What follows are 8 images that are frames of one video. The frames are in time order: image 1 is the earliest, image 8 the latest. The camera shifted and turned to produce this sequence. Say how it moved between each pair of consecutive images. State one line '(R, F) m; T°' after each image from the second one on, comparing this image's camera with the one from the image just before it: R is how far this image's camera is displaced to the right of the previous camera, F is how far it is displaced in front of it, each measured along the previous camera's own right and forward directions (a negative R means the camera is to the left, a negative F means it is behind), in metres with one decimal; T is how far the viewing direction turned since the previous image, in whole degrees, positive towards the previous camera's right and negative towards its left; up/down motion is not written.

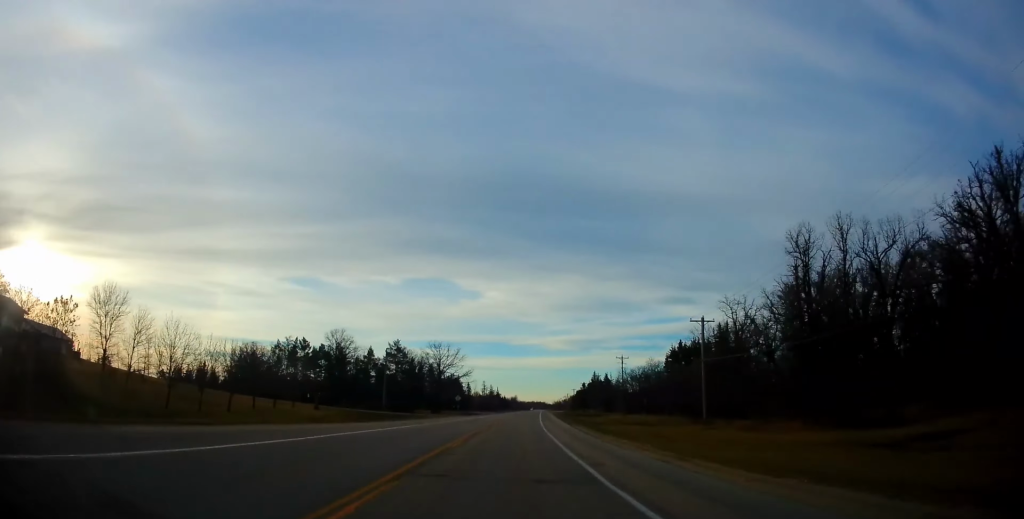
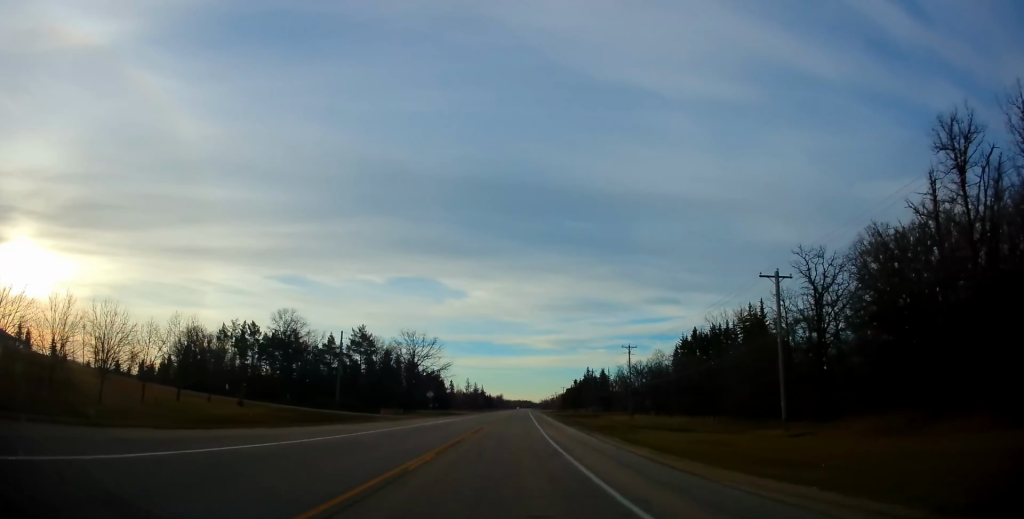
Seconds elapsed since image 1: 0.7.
(+0.2, +17.8) m; +1°
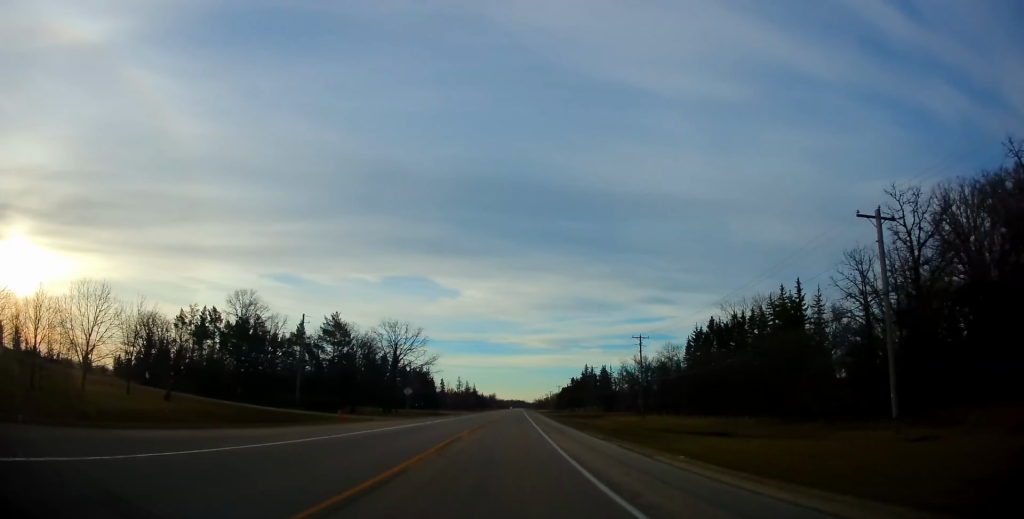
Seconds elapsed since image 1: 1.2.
(0.0, +11.8) m; +1°
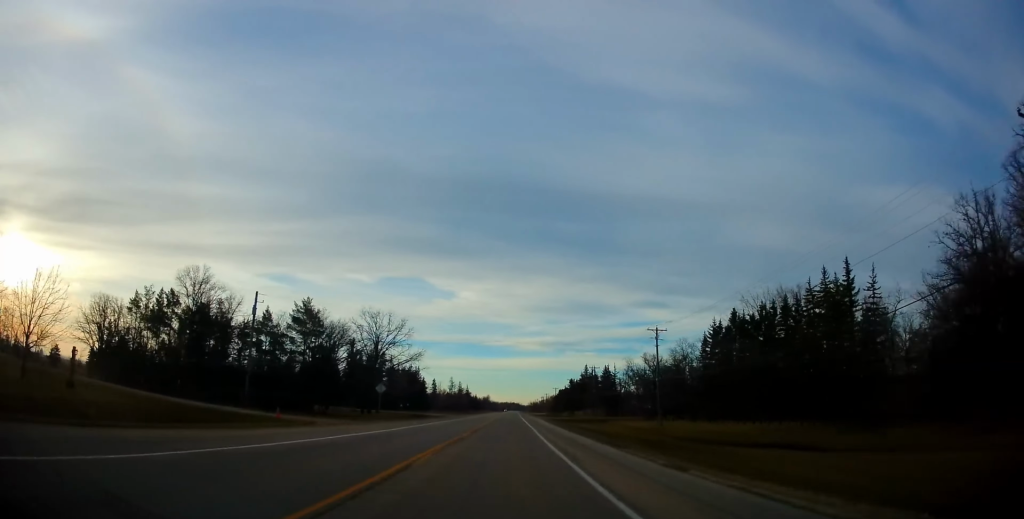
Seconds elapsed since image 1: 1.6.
(+0.1, +11.0) m; 0°
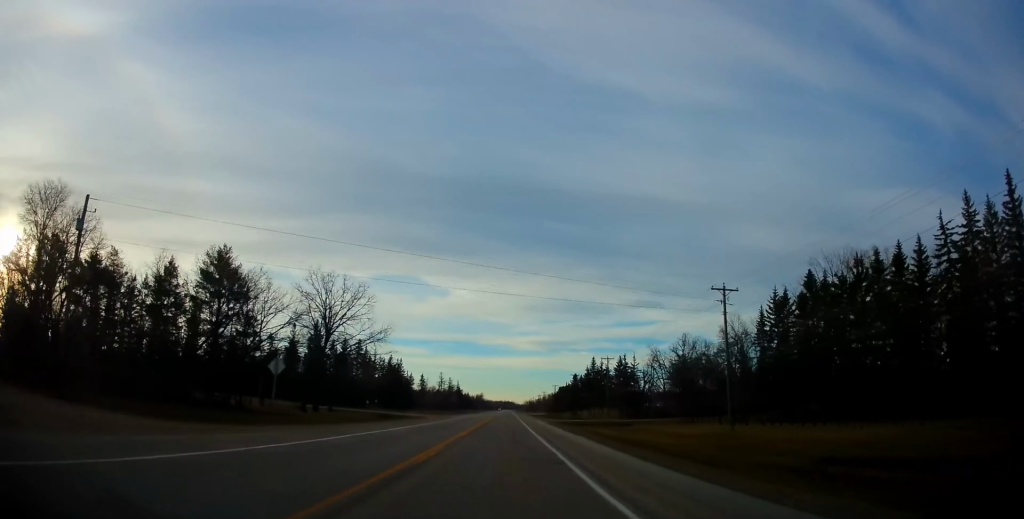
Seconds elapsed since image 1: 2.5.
(+0.2, +22.7) m; +1°
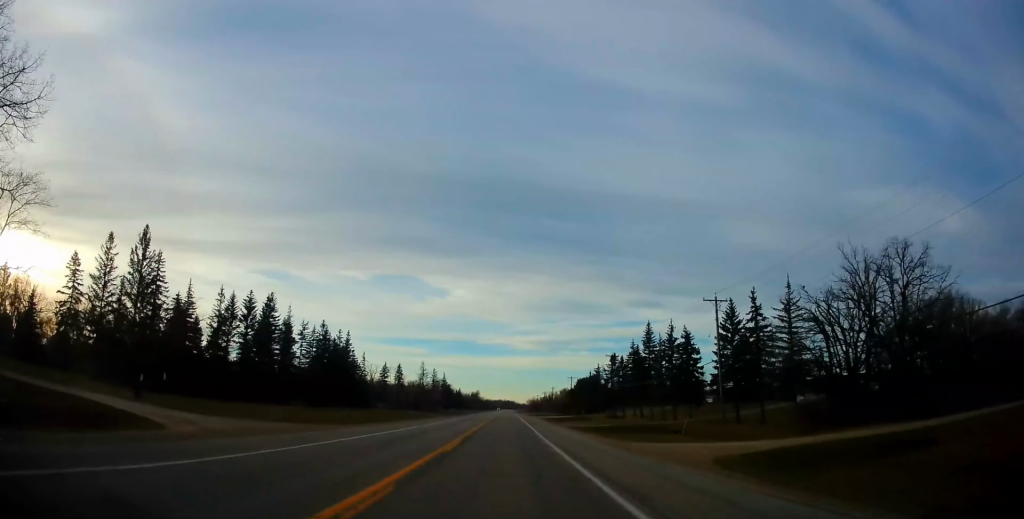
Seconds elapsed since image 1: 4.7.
(0.0, +54.1) m; 0°
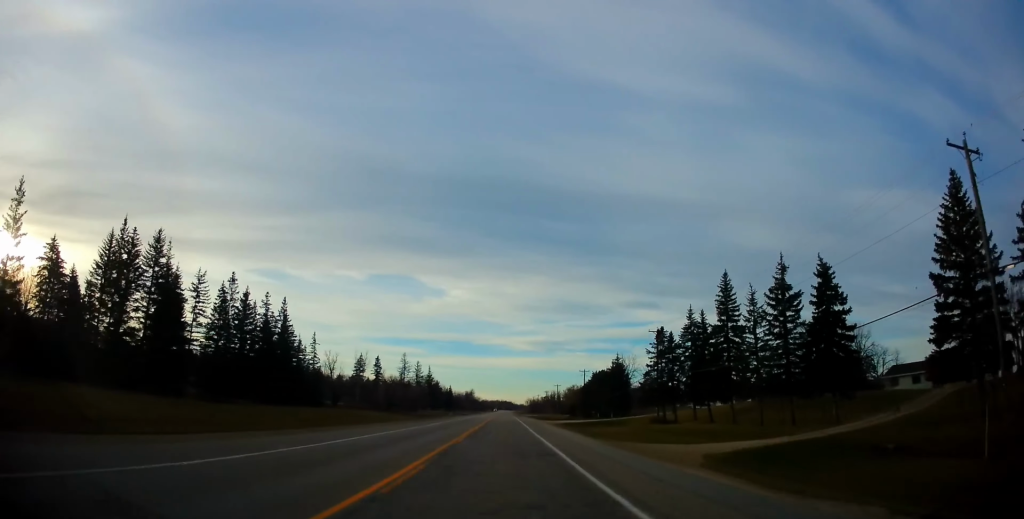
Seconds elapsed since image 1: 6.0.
(0.0, +29.5) m; 0°
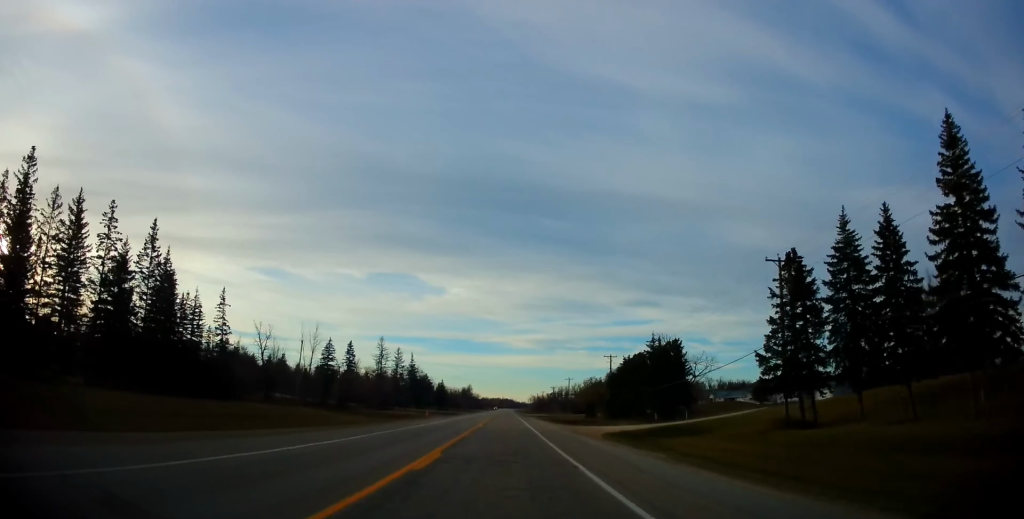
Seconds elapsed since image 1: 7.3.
(0.0, +29.9) m; 0°
